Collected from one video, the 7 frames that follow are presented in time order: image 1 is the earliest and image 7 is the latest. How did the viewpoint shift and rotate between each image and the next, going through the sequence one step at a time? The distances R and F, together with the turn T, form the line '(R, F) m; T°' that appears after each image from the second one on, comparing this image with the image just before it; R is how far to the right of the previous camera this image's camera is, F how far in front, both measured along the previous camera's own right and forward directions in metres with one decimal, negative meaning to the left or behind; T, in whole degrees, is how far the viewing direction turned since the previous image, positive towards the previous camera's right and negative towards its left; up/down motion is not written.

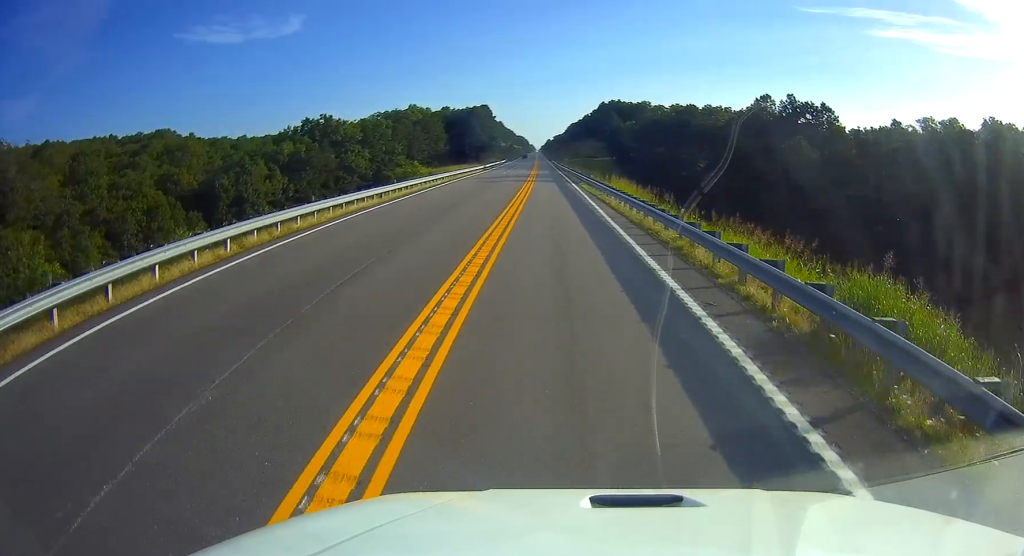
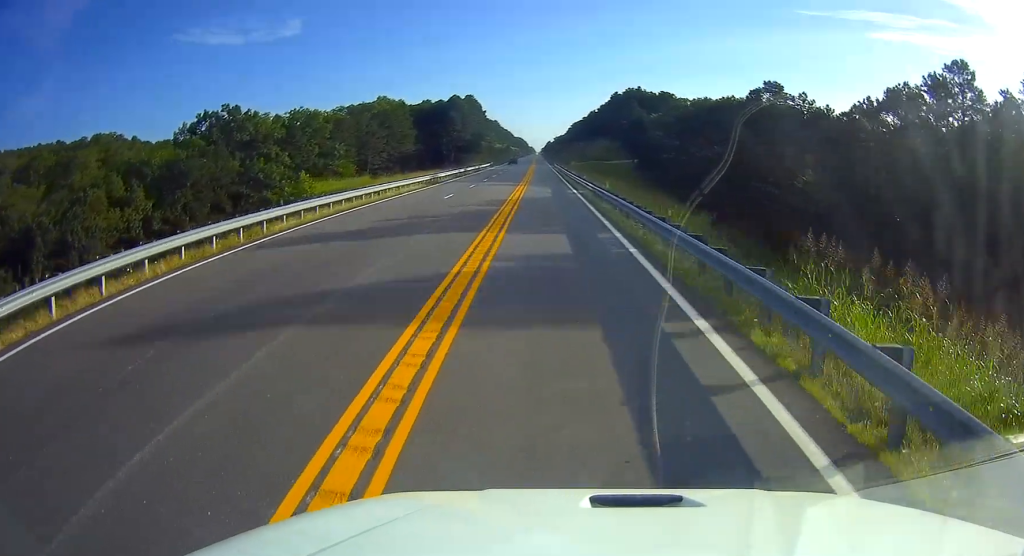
(0.0, +46.7) m; 0°
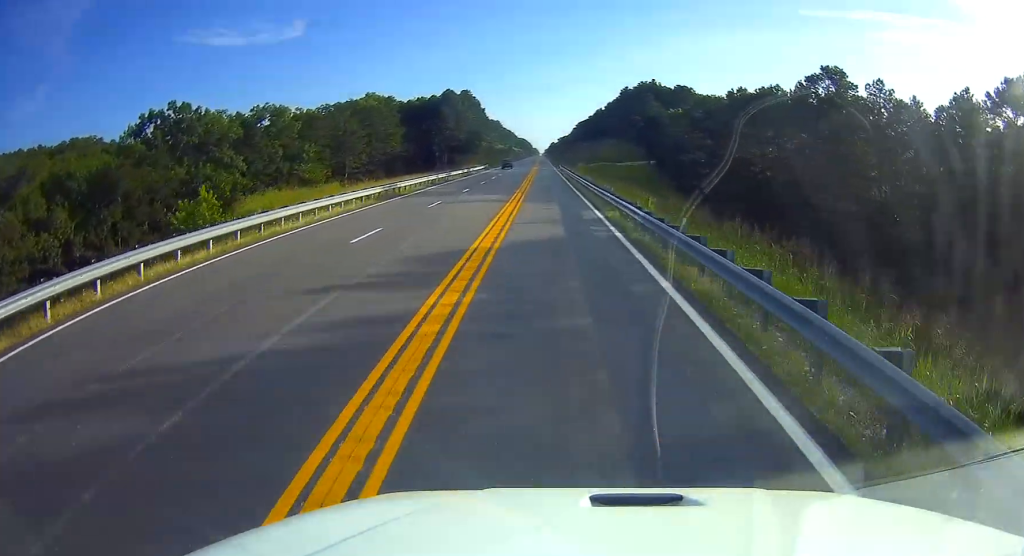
(0.0, +17.3) m; 0°
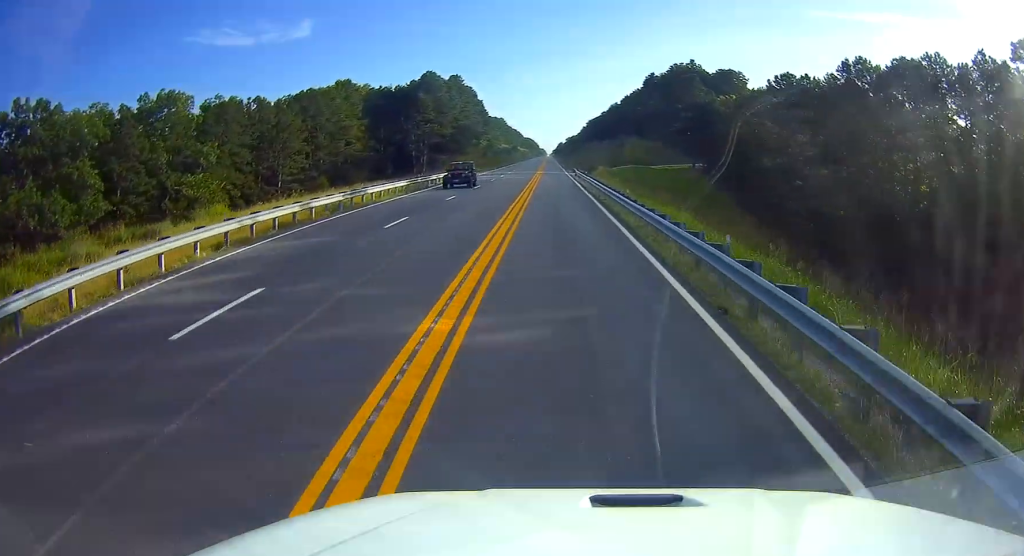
(0.0, +33.6) m; 0°
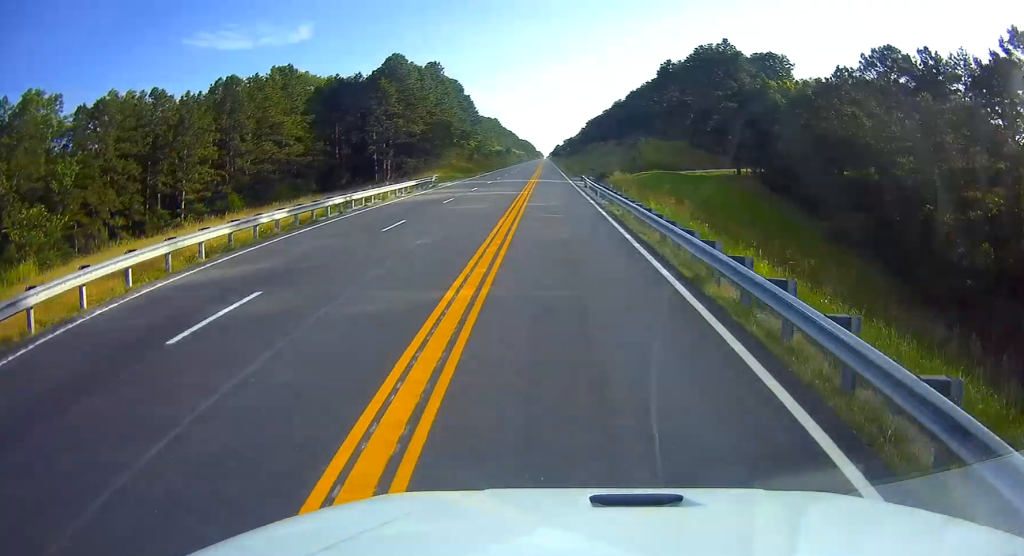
(0.0, +24.4) m; 0°
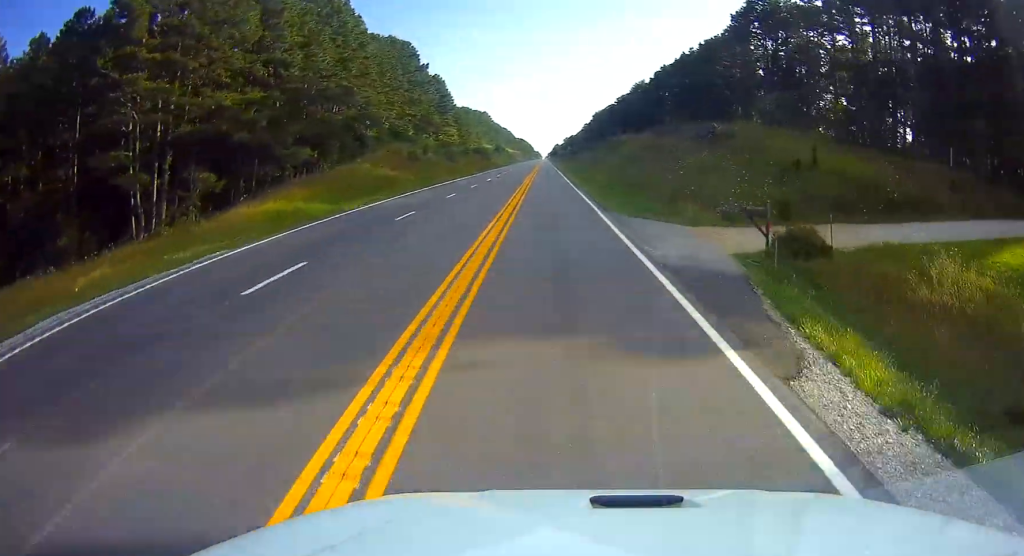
(+0.1, +57.8) m; 0°
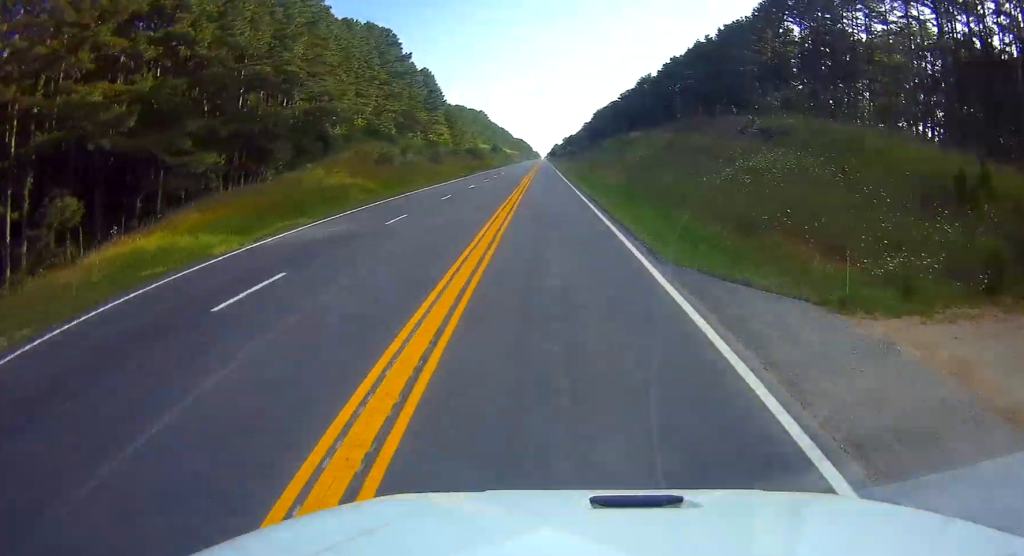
(0.0, +13.1) m; 0°
